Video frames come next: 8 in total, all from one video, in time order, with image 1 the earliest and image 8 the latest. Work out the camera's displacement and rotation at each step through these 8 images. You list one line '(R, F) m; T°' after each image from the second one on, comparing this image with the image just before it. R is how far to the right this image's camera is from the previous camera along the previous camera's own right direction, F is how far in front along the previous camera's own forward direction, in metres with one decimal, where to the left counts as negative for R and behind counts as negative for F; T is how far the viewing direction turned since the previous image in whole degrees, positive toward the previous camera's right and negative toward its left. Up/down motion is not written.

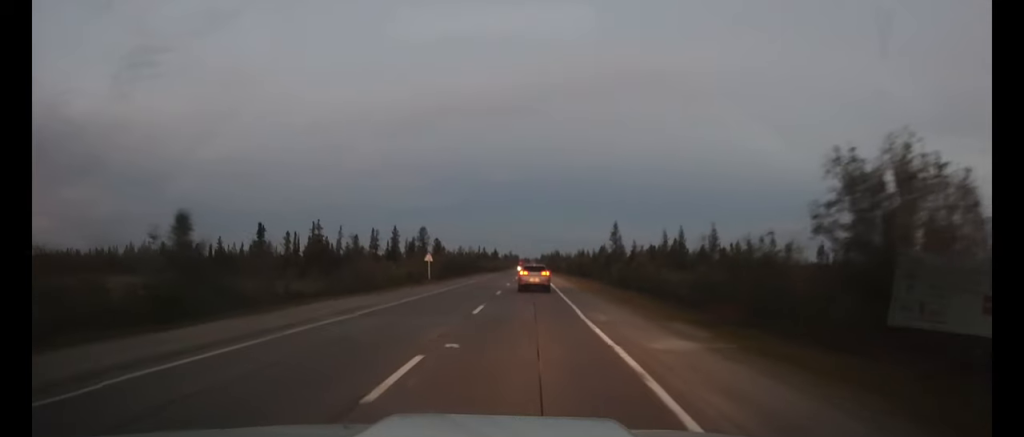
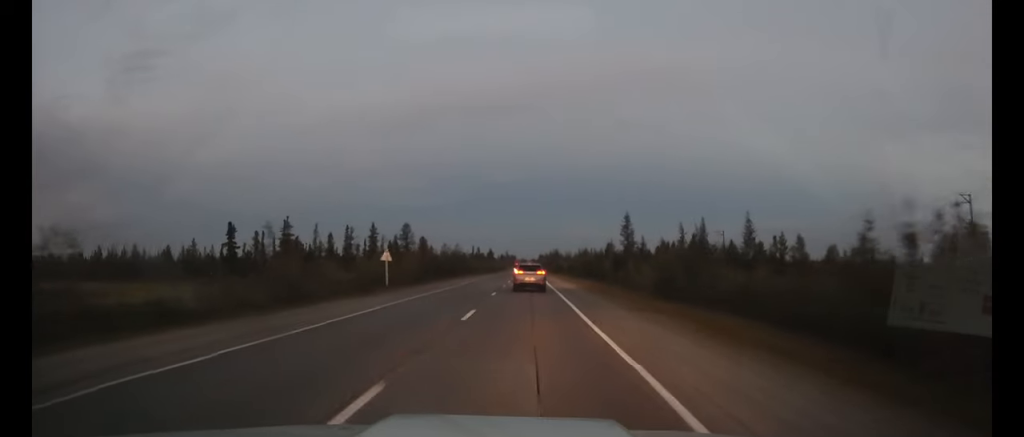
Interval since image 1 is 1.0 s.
(0.0, +14.7) m; 0°
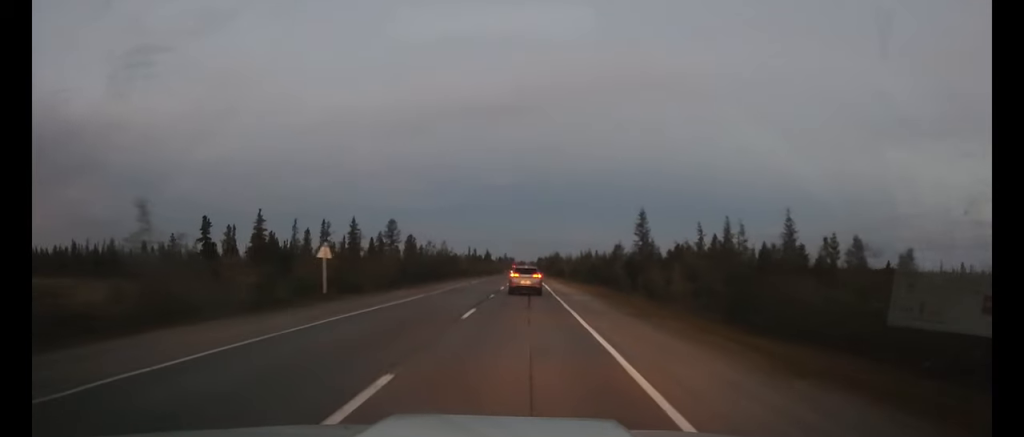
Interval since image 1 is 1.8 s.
(0.0, +11.6) m; 0°
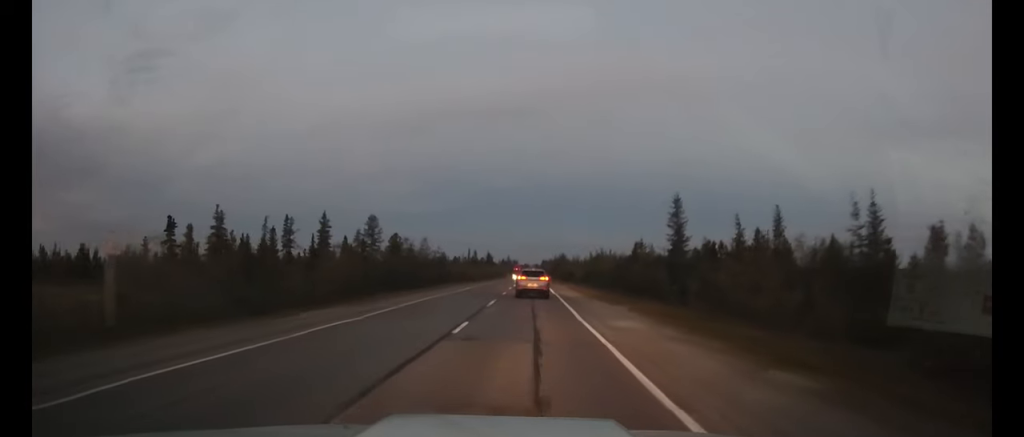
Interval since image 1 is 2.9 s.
(0.0, +15.6) m; 0°
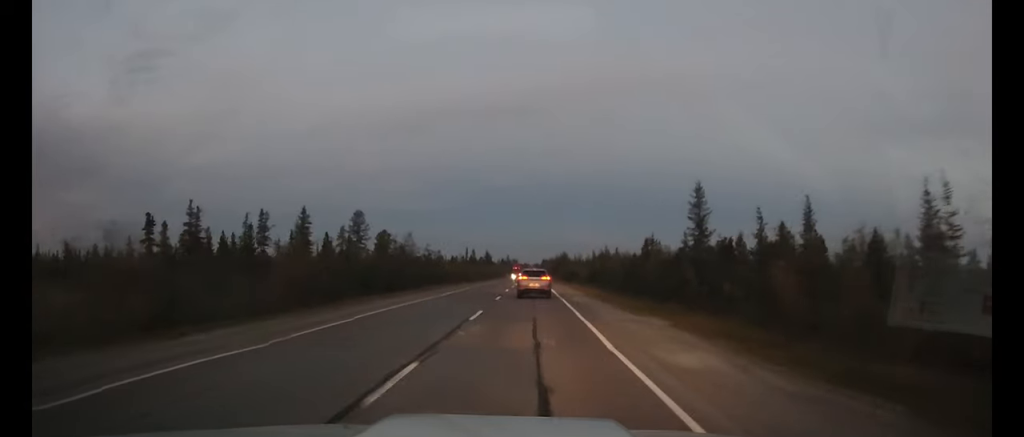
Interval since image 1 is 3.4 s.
(0.0, +7.4) m; 0°
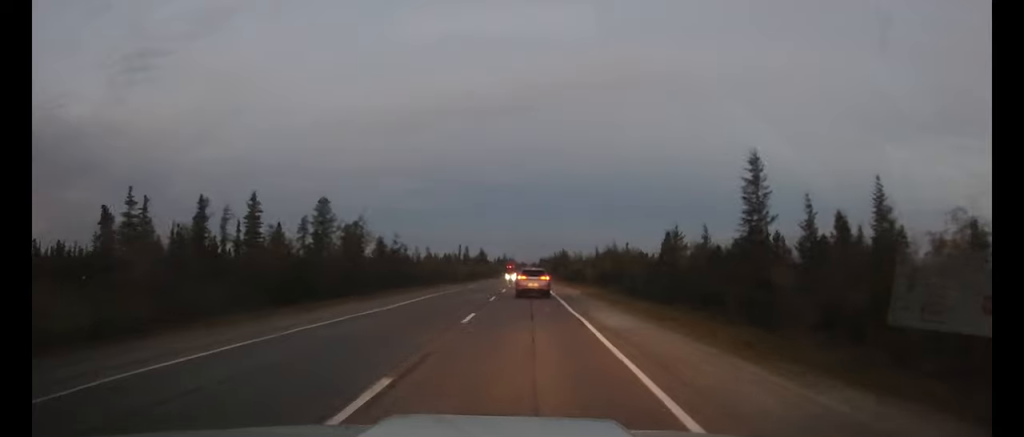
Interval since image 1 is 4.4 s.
(0.0, +13.3) m; 0°
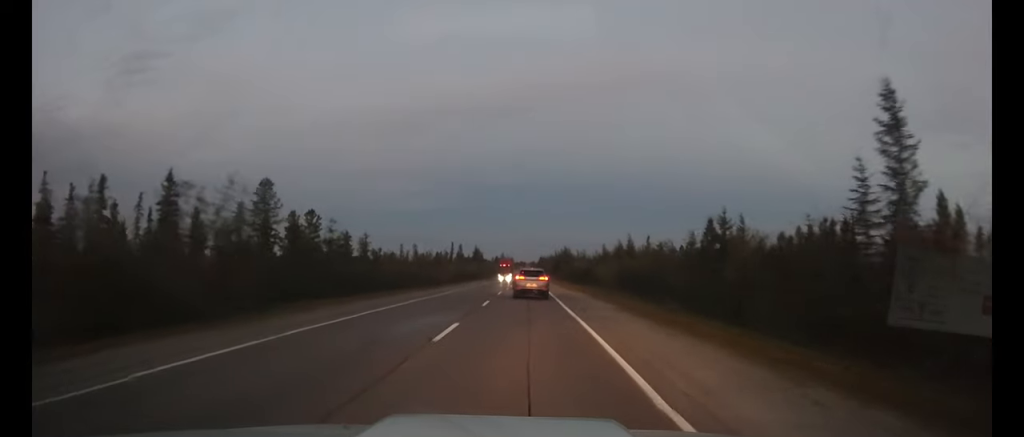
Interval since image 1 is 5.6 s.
(0.0, +15.7) m; 0°
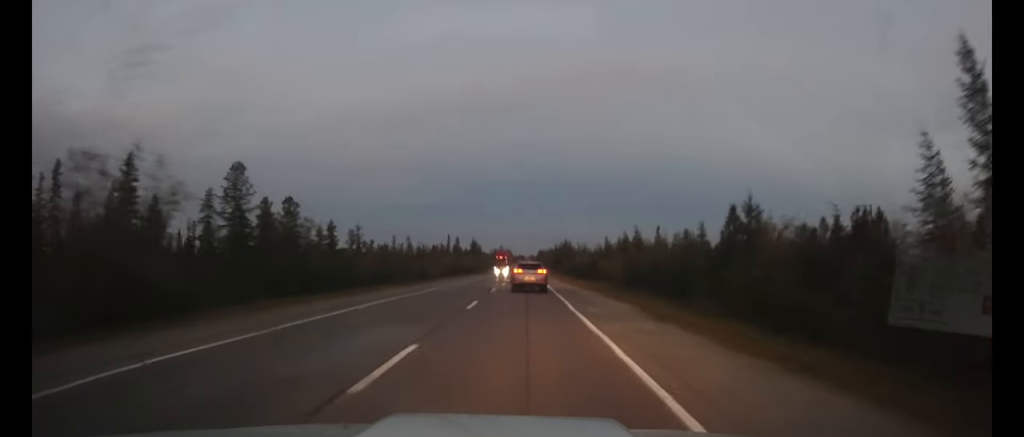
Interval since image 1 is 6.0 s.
(0.0, +5.8) m; 0°
